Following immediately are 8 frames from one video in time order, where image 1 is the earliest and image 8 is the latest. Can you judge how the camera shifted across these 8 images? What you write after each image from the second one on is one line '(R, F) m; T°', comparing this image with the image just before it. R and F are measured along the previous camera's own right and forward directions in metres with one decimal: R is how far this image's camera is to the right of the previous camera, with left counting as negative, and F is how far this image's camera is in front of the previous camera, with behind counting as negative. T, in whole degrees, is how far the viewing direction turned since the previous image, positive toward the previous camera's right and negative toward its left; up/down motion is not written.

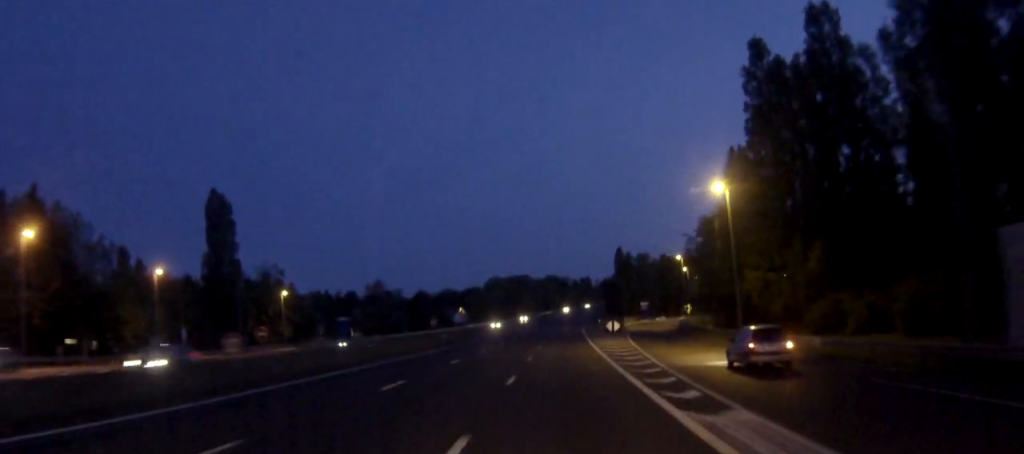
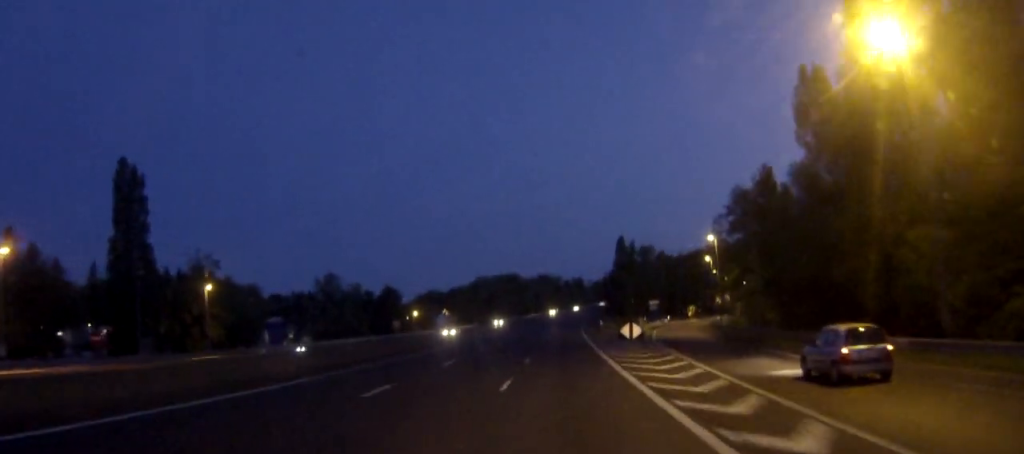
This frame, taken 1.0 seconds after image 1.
(+0.2, +27.8) m; +1°
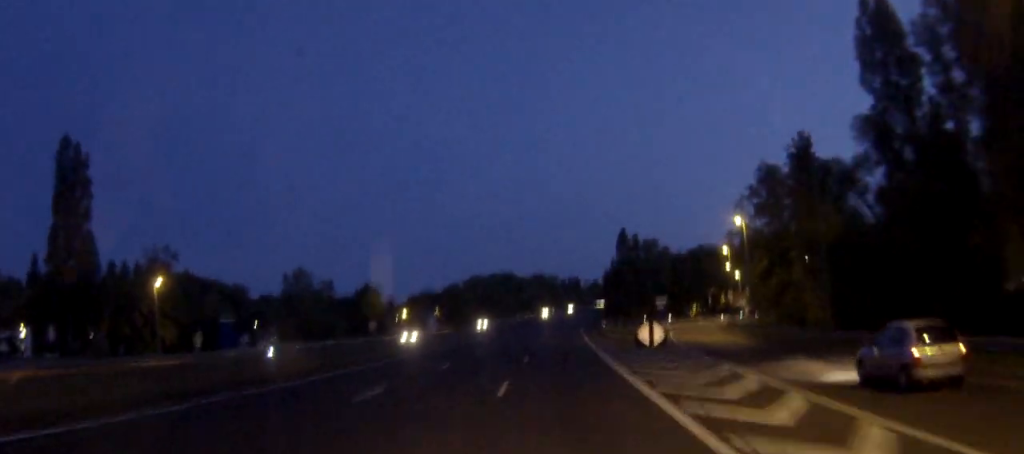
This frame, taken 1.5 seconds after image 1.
(+0.1, +13.9) m; 0°
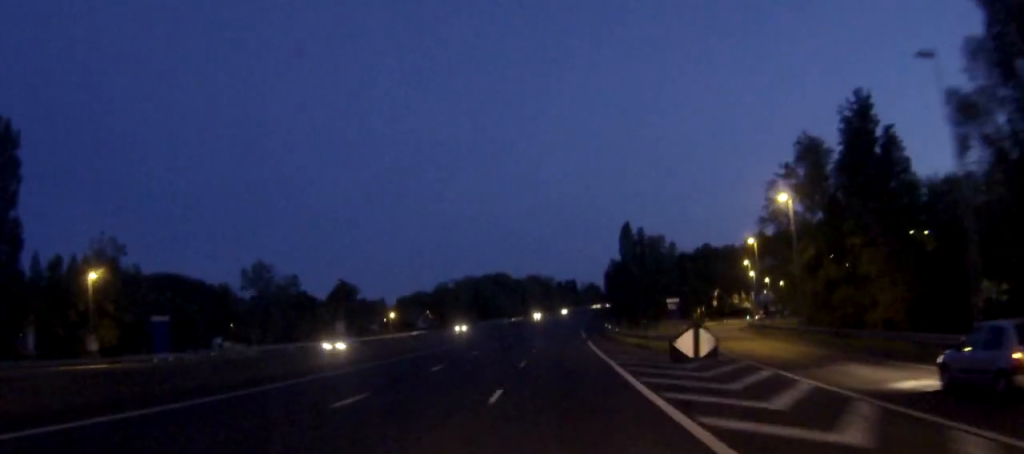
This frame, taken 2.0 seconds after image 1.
(0.0, +14.8) m; 0°
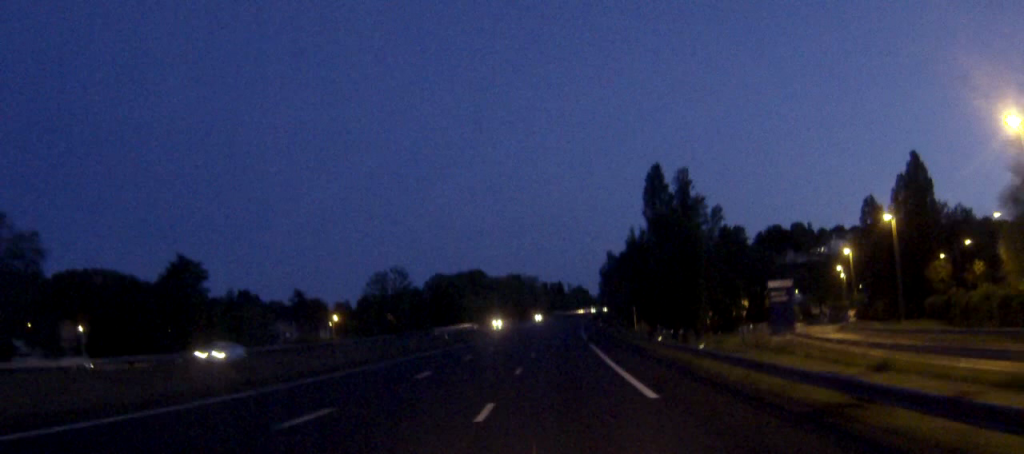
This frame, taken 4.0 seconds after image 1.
(+0.8, +54.8) m; +2°
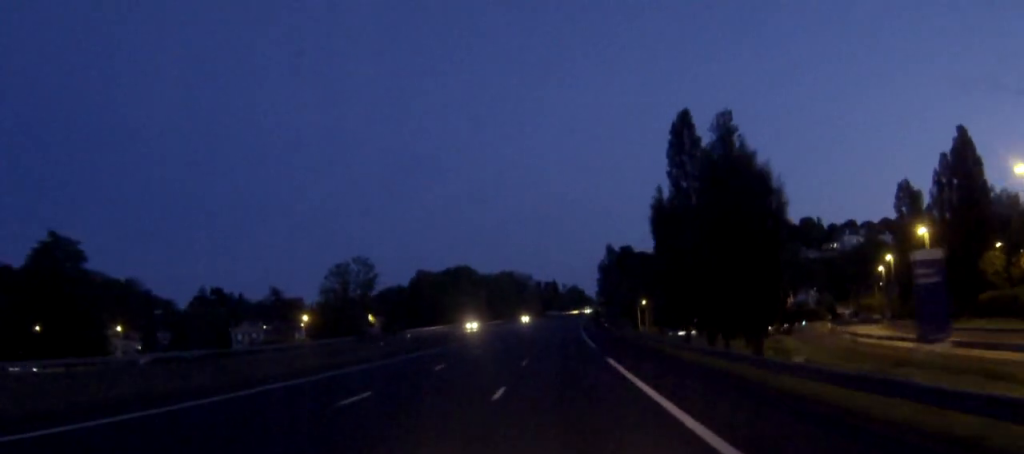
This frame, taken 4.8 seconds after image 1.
(+0.1, +22.2) m; 0°
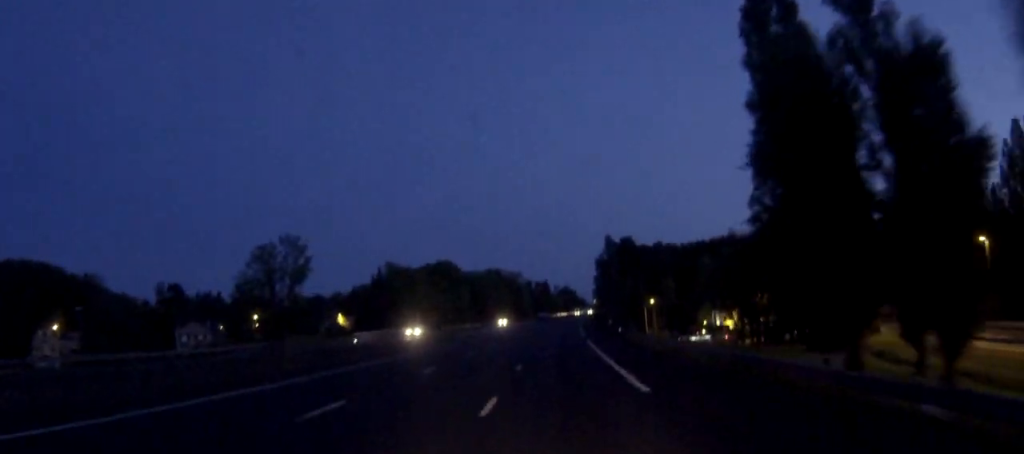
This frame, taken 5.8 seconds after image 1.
(+0.1, +28.7) m; 0°
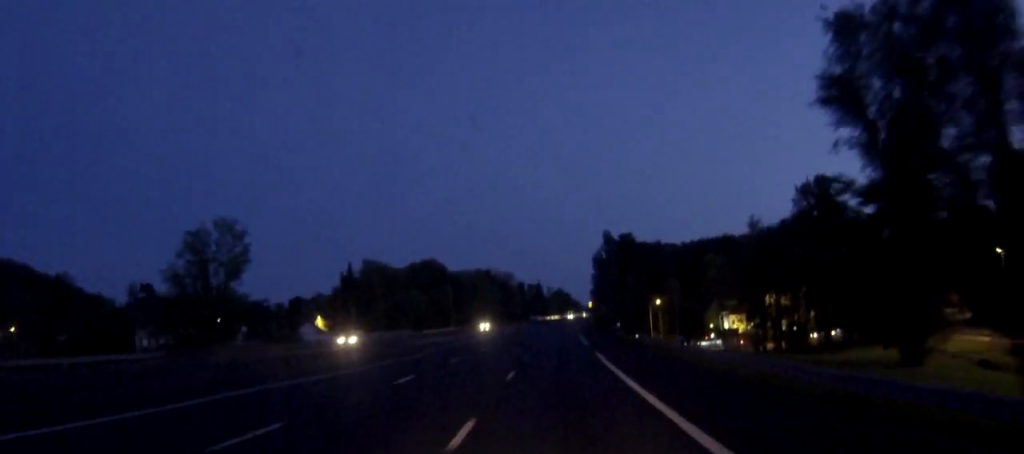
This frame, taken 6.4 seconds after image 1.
(0.0, +16.5) m; 0°
